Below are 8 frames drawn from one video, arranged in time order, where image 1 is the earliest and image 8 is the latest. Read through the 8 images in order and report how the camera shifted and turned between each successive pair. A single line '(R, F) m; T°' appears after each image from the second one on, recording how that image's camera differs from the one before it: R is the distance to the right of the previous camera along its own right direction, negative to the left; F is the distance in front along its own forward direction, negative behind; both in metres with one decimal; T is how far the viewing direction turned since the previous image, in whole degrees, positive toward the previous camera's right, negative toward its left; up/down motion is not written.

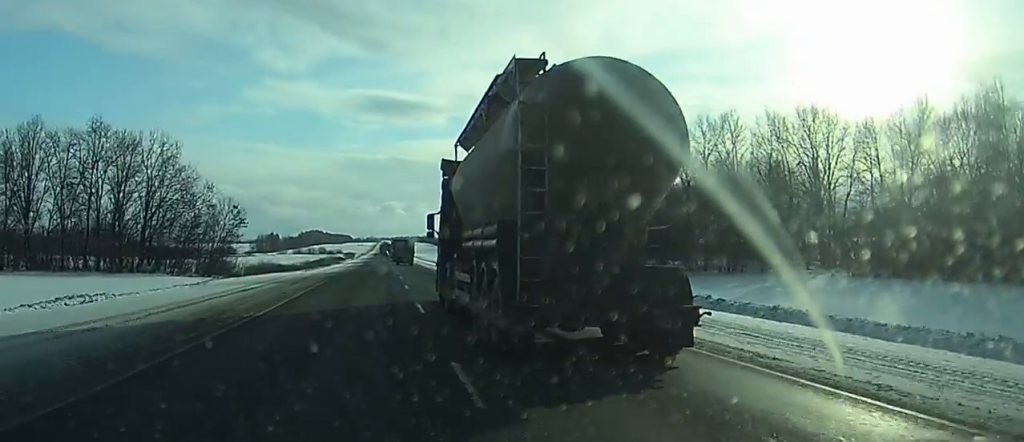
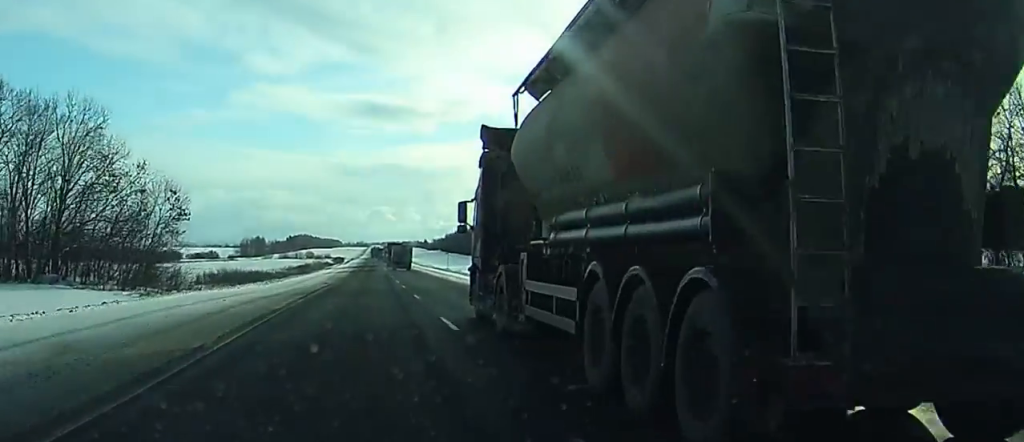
(0.0, +27.5) m; 0°
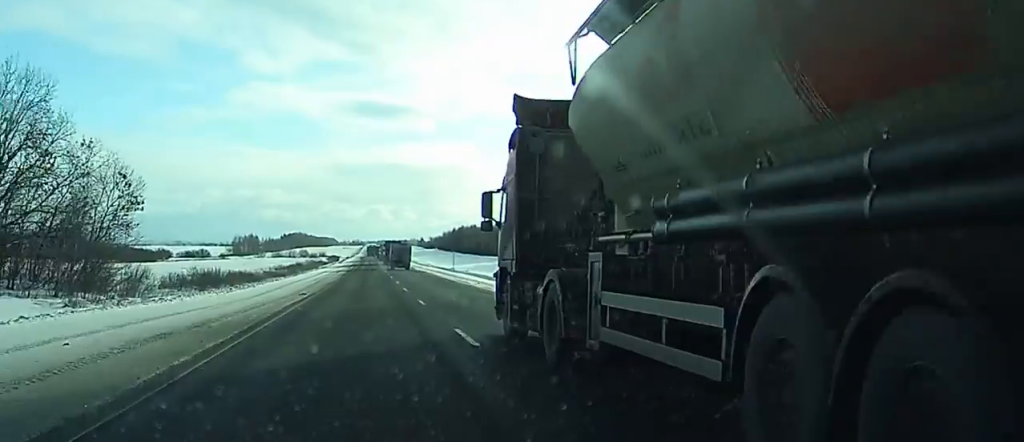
(0.0, +13.8) m; 0°
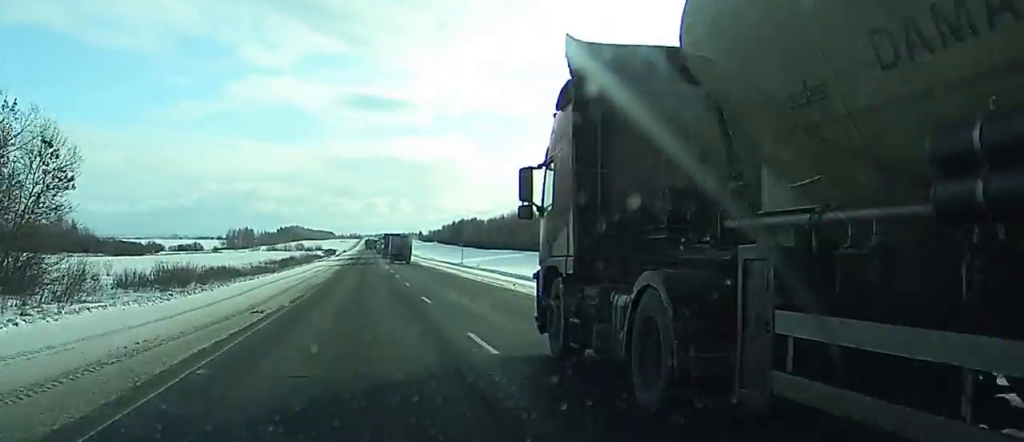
(0.0, +13.1) m; 0°
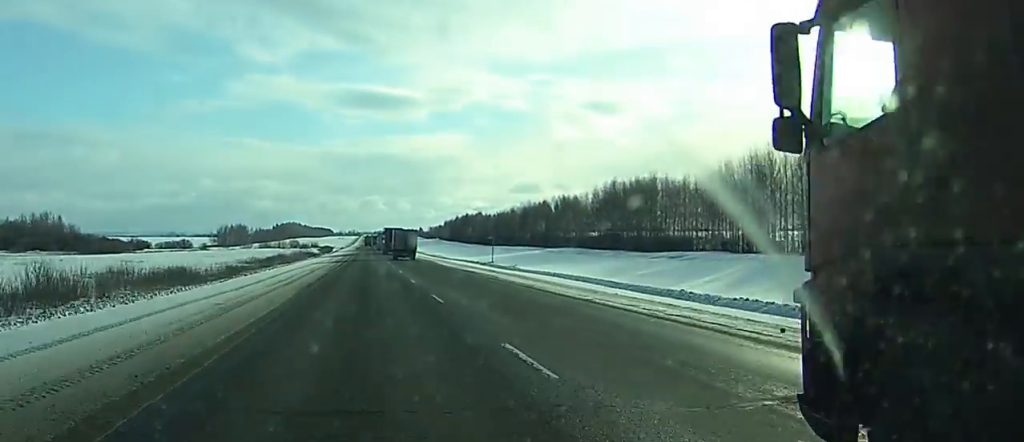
(+0.1, +26.2) m; 0°
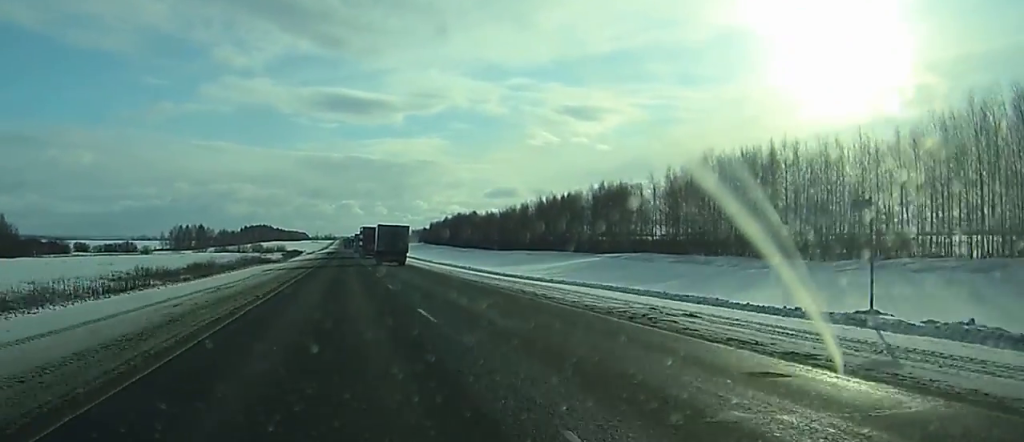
(+0.1, +66.1) m; +1°
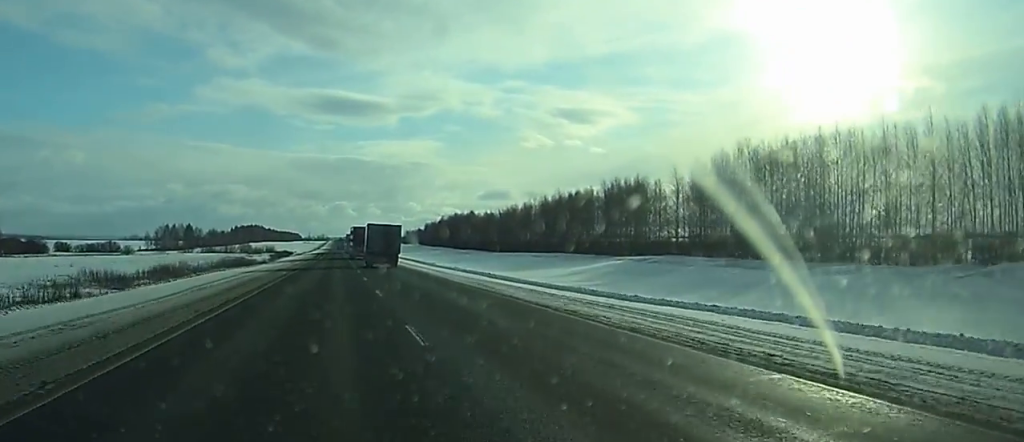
(+0.1, +15.8) m; 0°
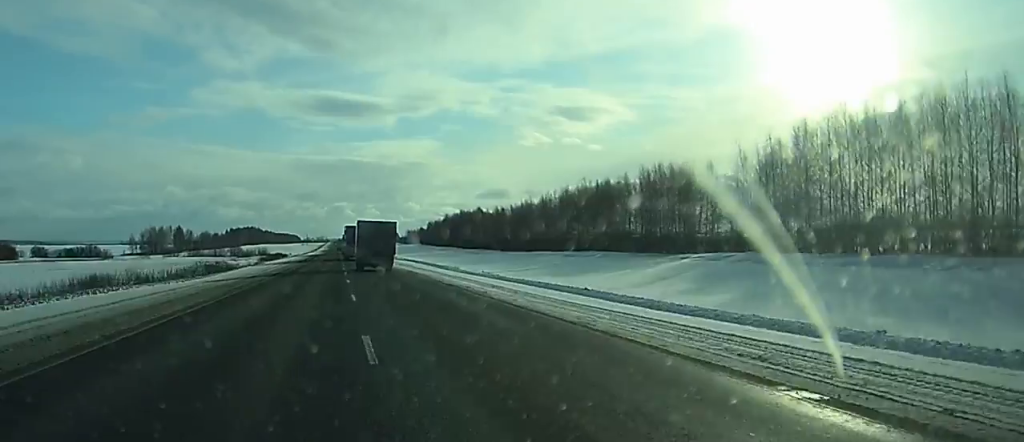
(+0.2, +26.7) m; 0°
